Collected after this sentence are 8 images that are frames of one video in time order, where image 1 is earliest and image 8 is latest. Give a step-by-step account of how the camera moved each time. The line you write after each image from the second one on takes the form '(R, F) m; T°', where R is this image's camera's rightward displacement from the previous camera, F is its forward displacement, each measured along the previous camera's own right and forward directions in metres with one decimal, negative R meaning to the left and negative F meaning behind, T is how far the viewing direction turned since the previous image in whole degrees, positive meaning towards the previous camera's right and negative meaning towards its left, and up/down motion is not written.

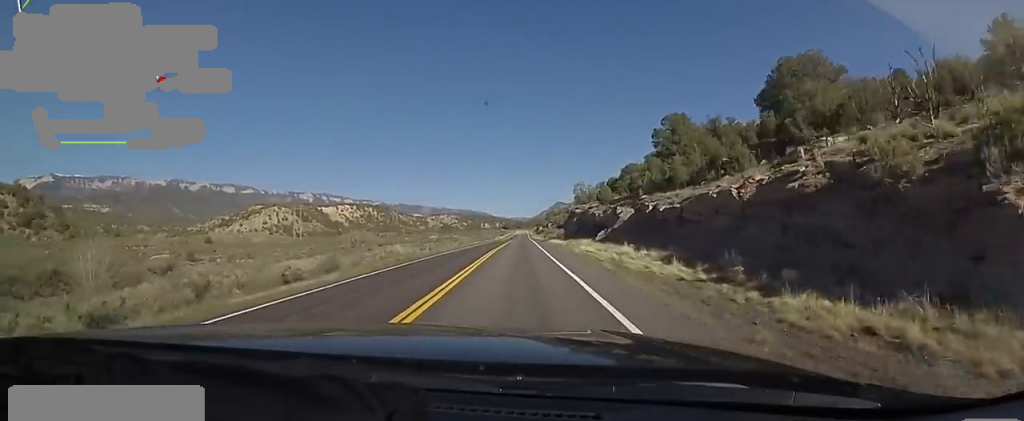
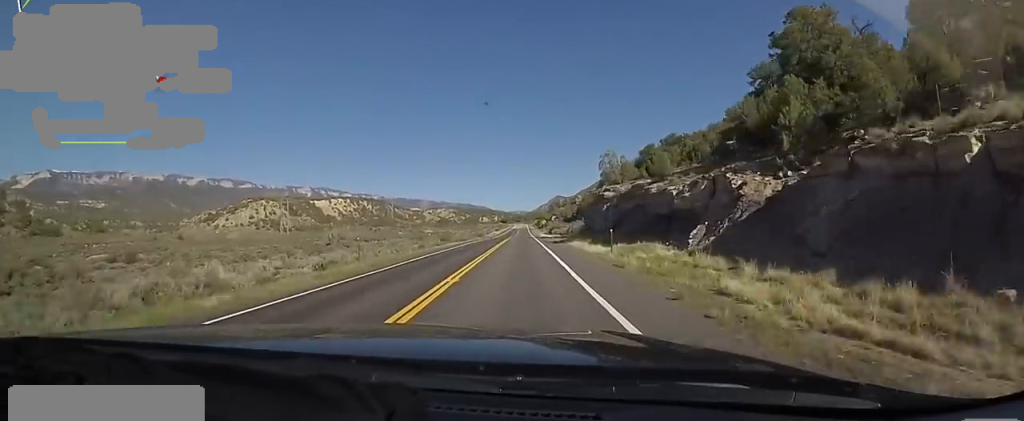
(0.0, +27.0) m; 0°
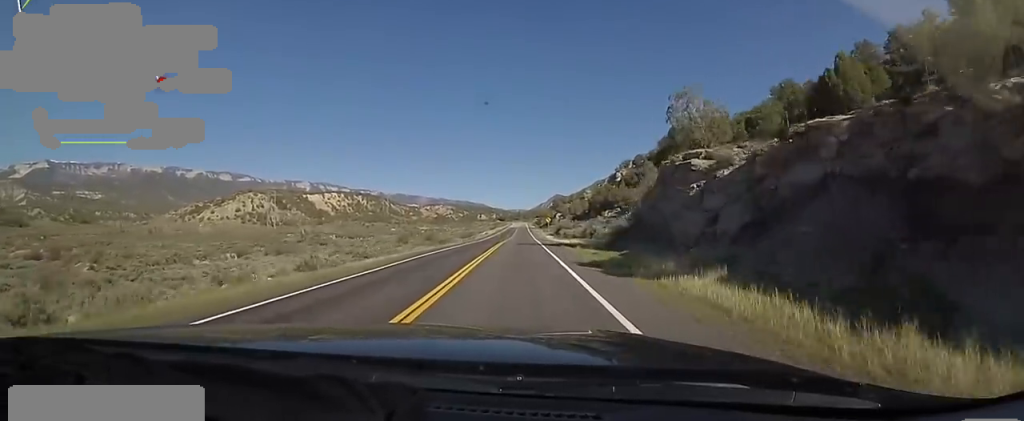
(0.0, +24.5) m; 0°
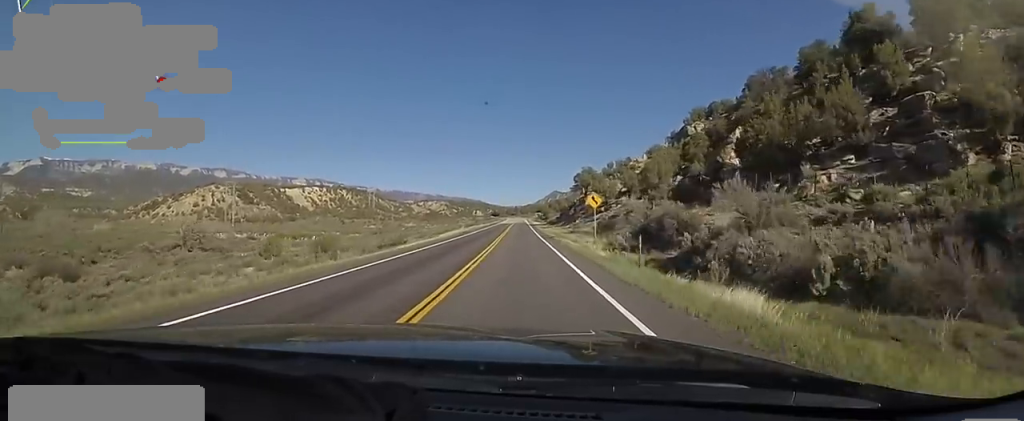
(0.0, +67.1) m; 0°
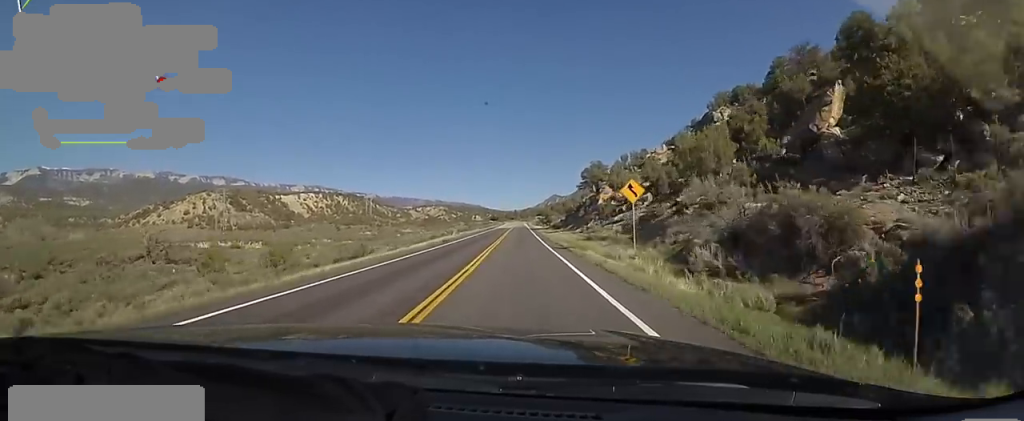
(0.0, +12.3) m; 0°
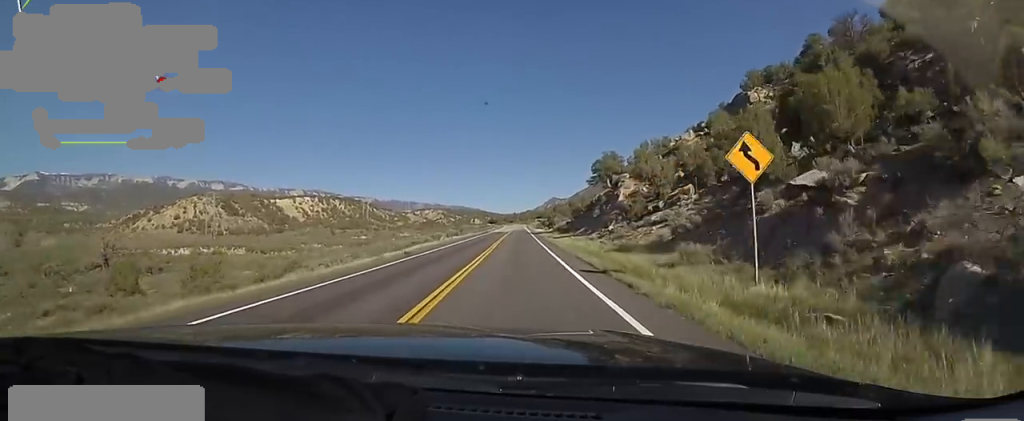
(0.0, +12.3) m; 0°
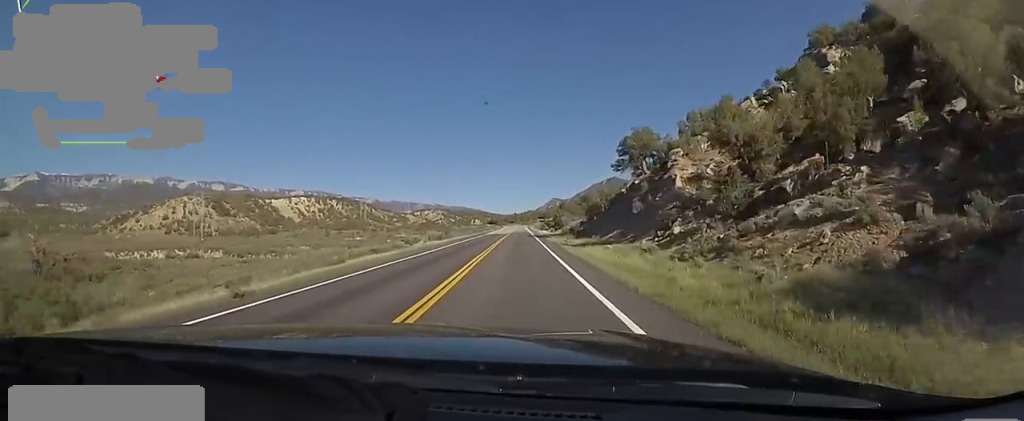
(0.0, +16.3) m; 0°
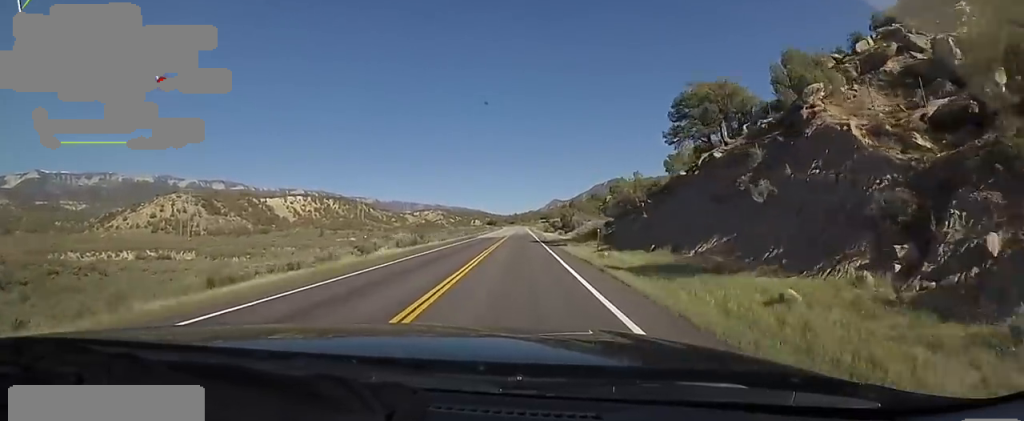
(0.0, +16.4) m; 0°
